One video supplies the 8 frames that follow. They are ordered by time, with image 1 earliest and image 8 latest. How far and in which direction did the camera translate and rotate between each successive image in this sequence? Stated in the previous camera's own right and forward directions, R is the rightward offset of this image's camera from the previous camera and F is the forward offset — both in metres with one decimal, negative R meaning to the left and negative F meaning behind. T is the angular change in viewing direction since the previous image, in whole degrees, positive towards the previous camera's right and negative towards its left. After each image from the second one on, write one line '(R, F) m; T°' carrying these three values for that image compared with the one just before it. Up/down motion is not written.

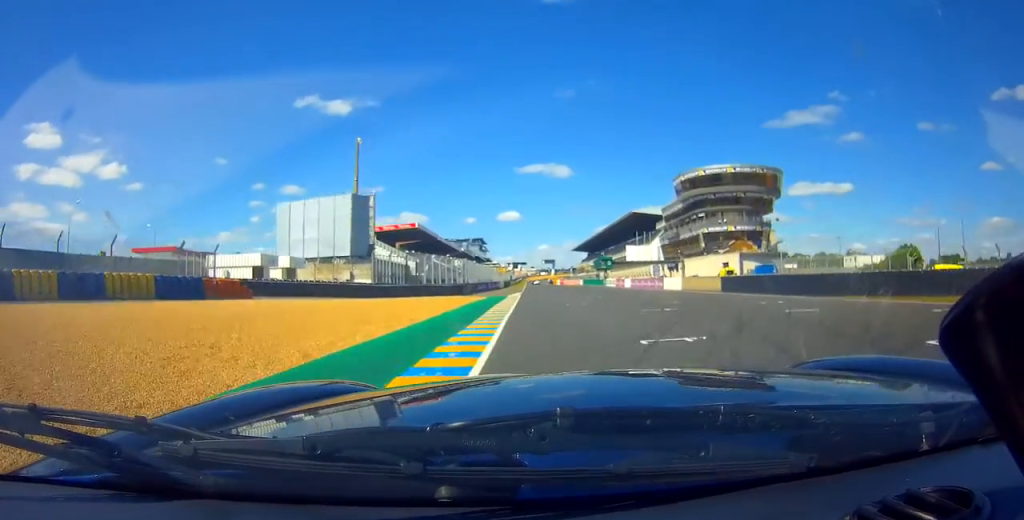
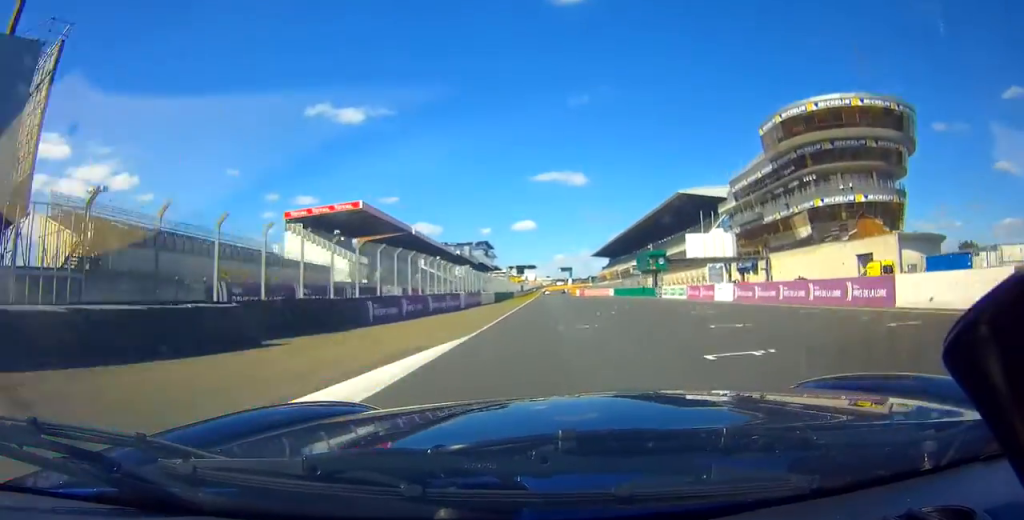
(-0.3, +47.9) m; -1°
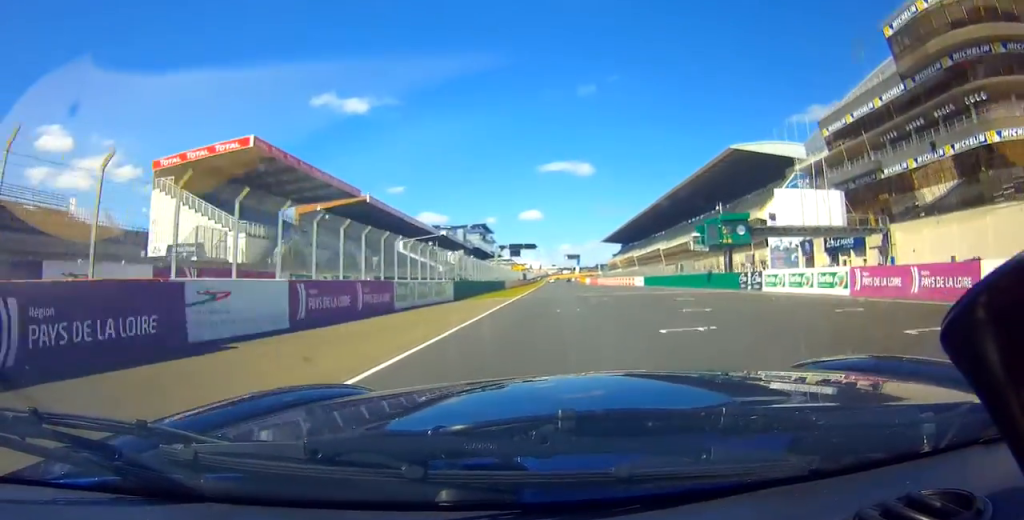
(-0.2, +35.6) m; 0°
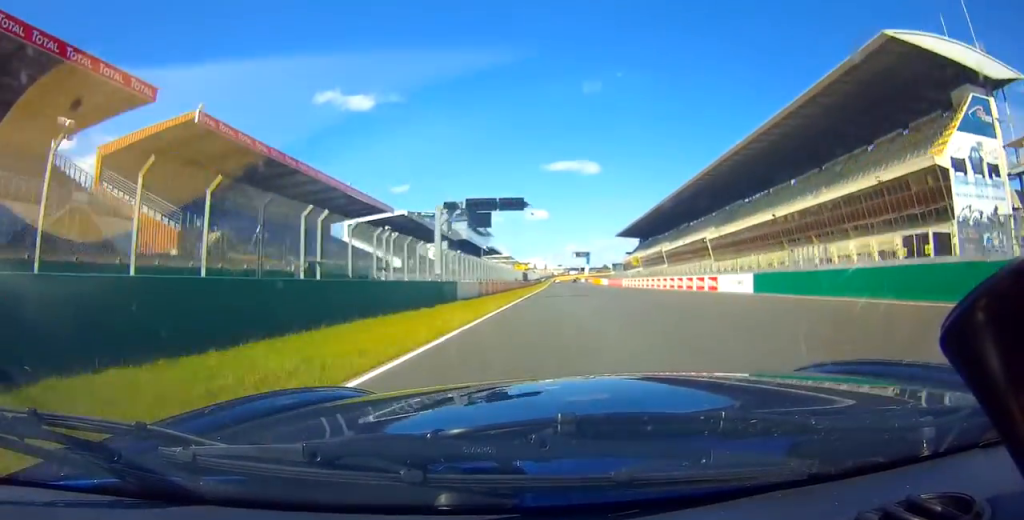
(-0.1, +49.1) m; 0°
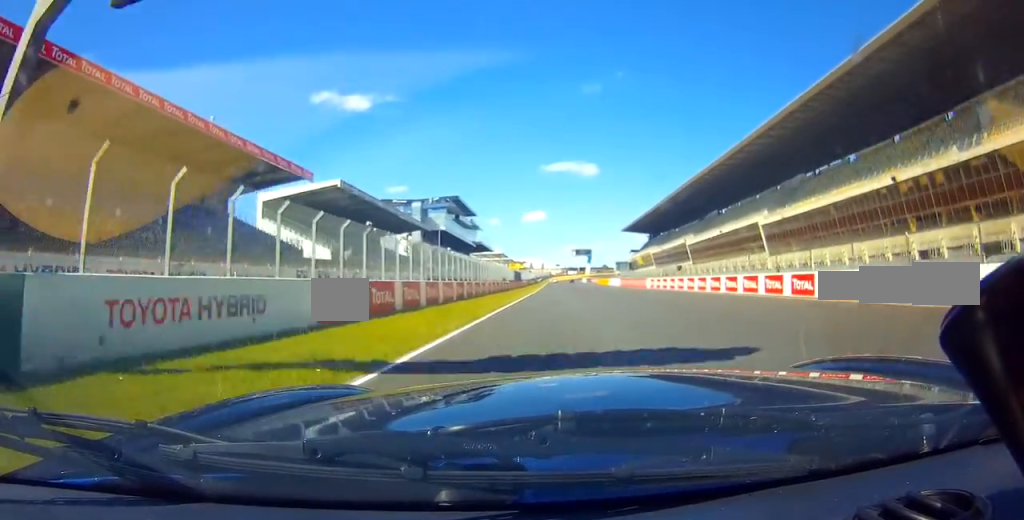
(0.0, +35.6) m; 0°
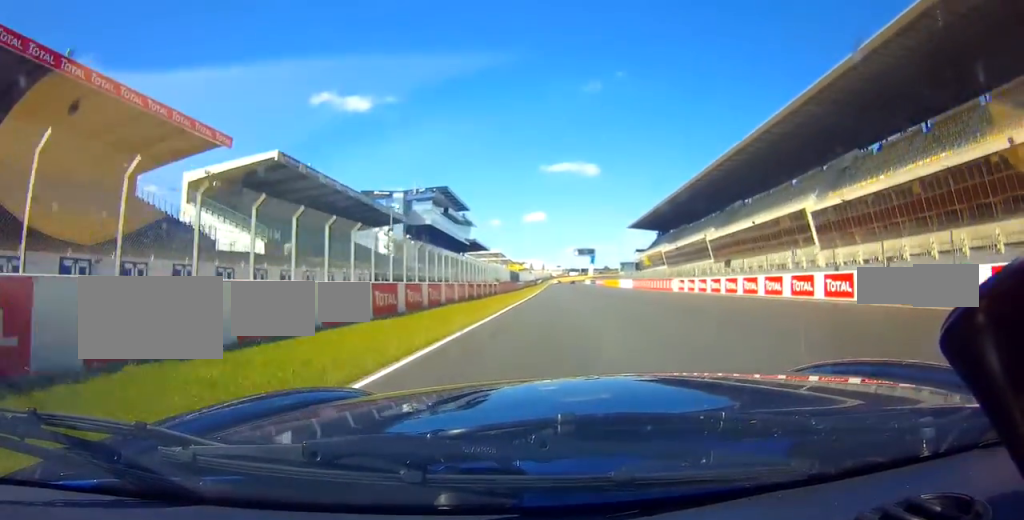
(0.0, +19.0) m; 0°
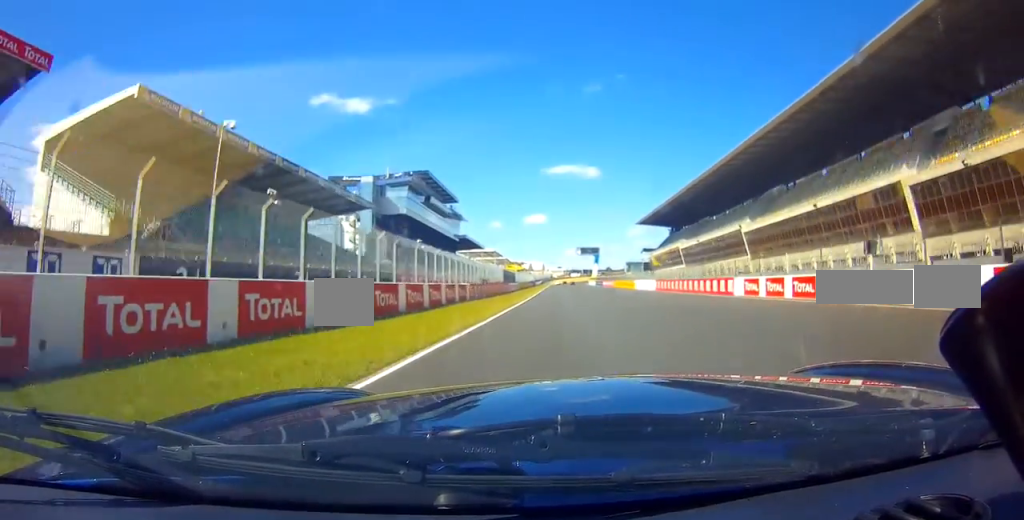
(0.0, +24.3) m; 0°
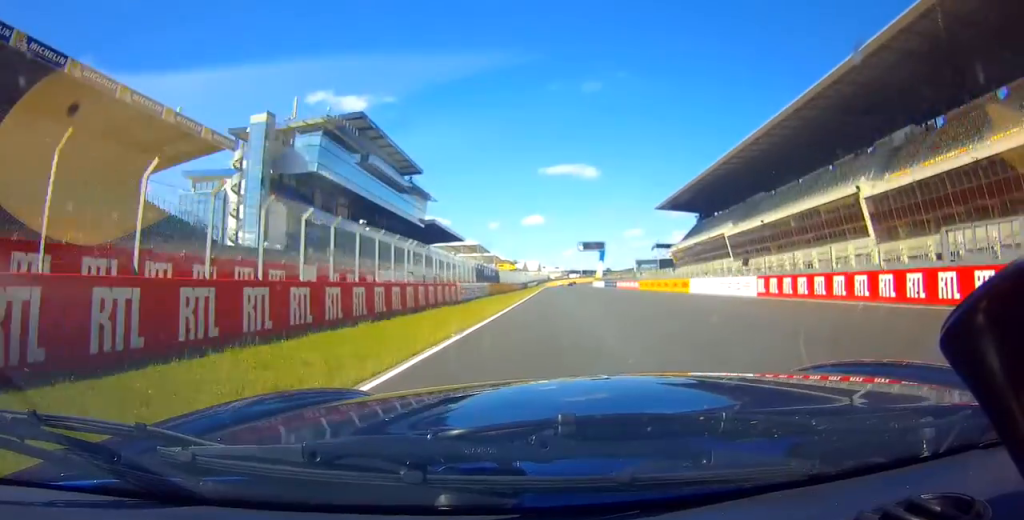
(+0.1, +43.8) m; 0°
